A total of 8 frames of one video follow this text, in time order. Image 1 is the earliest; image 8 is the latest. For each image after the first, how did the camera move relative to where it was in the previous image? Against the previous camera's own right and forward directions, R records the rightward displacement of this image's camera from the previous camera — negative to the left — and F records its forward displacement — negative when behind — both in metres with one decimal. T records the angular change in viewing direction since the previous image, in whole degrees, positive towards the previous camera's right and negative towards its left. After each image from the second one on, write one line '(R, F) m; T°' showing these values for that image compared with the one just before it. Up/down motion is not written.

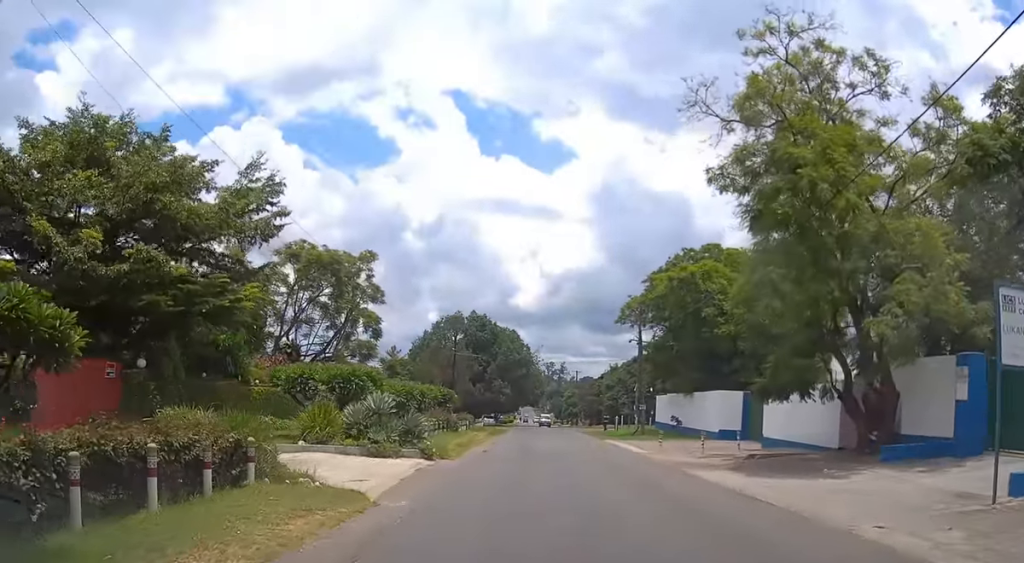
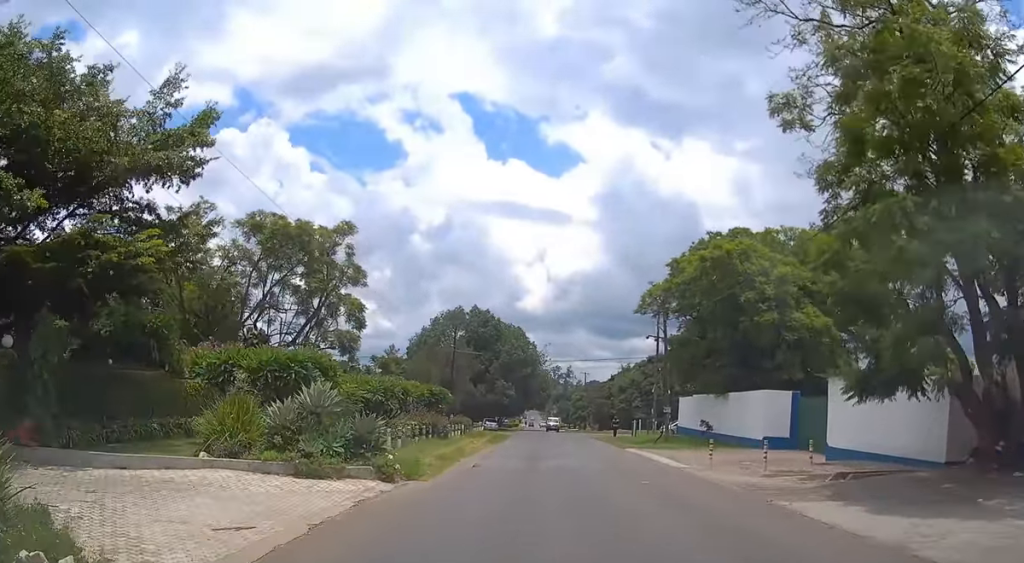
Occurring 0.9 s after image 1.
(+0.1, +6.6) m; +1°
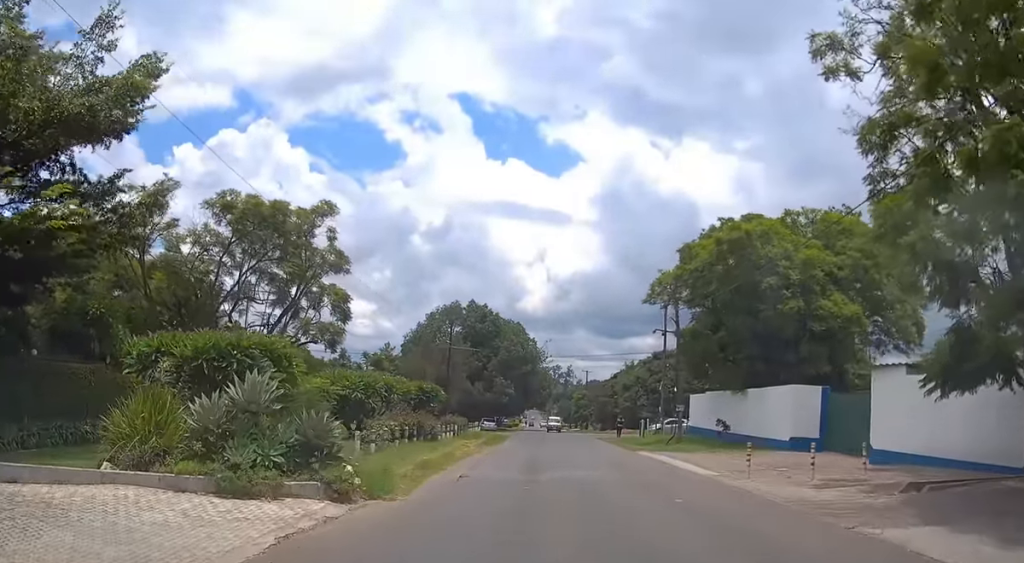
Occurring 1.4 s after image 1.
(+0.1, +3.5) m; 0°
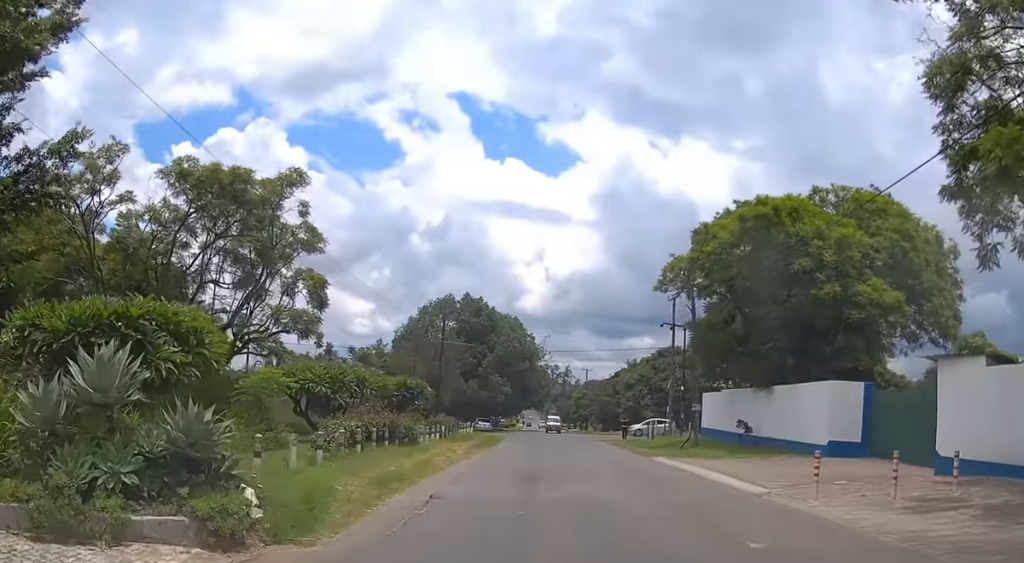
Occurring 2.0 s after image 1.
(-0.2, +4.2) m; 0°
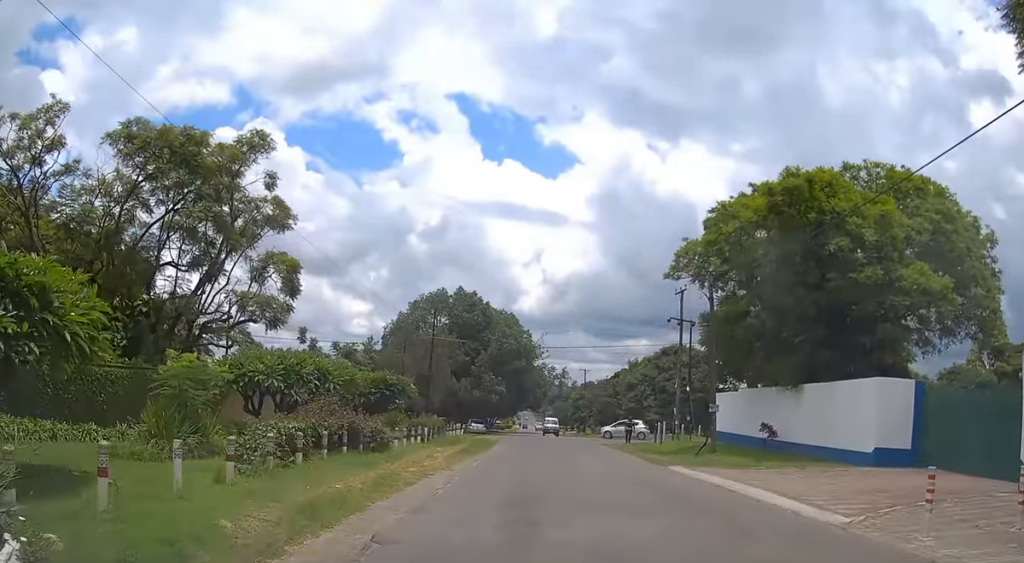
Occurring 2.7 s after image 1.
(-0.1, +4.3) m; 0°
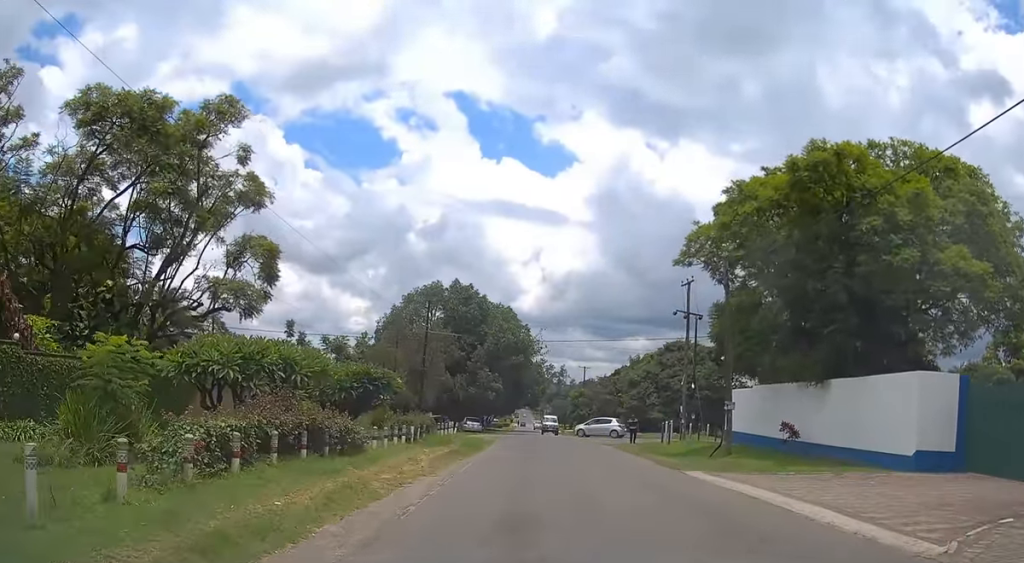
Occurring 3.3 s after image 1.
(+0.1, +3.1) m; +1°
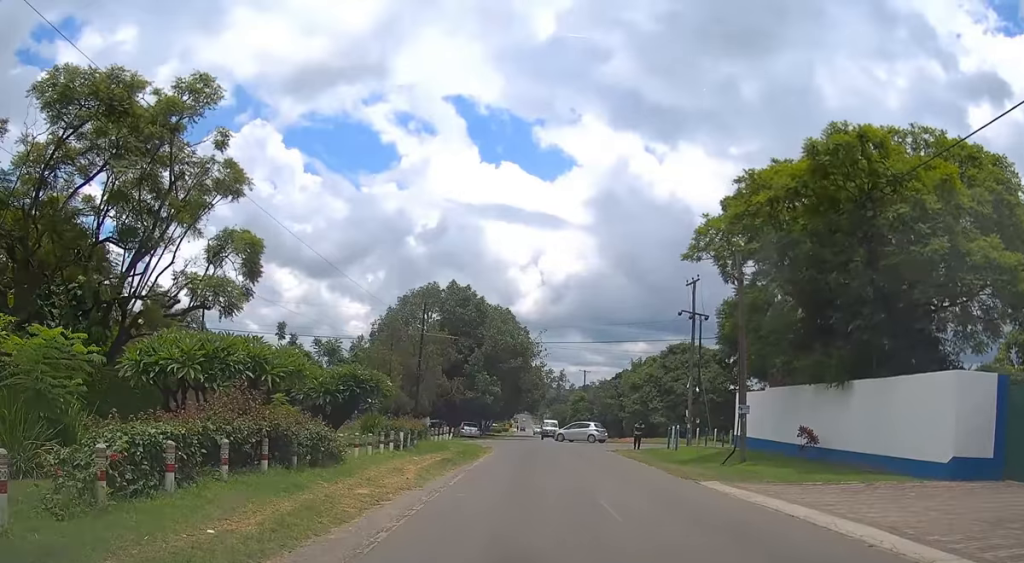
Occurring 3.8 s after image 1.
(0.0, +2.2) m; -1°
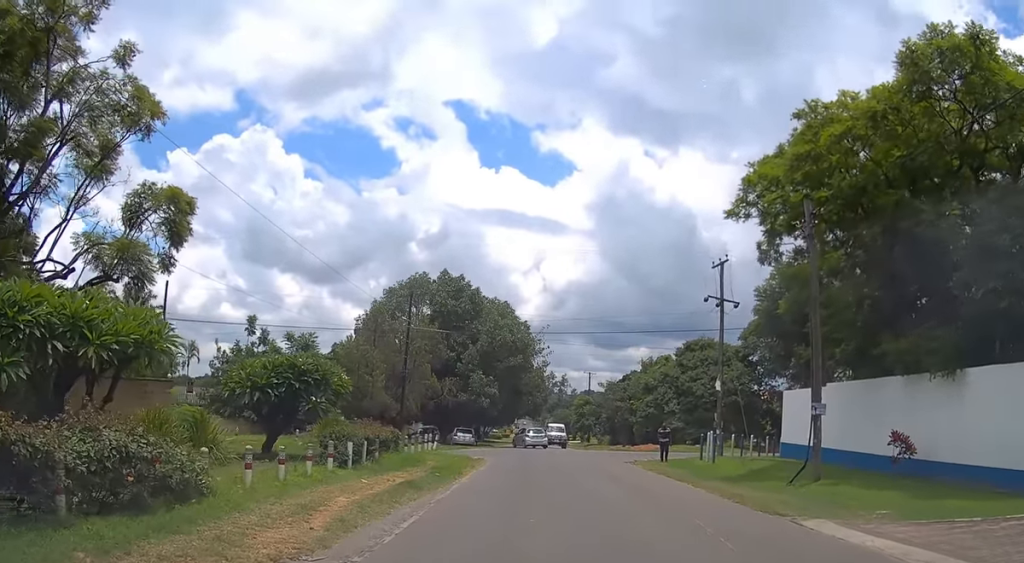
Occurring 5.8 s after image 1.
(-0.3, +7.1) m; -2°
